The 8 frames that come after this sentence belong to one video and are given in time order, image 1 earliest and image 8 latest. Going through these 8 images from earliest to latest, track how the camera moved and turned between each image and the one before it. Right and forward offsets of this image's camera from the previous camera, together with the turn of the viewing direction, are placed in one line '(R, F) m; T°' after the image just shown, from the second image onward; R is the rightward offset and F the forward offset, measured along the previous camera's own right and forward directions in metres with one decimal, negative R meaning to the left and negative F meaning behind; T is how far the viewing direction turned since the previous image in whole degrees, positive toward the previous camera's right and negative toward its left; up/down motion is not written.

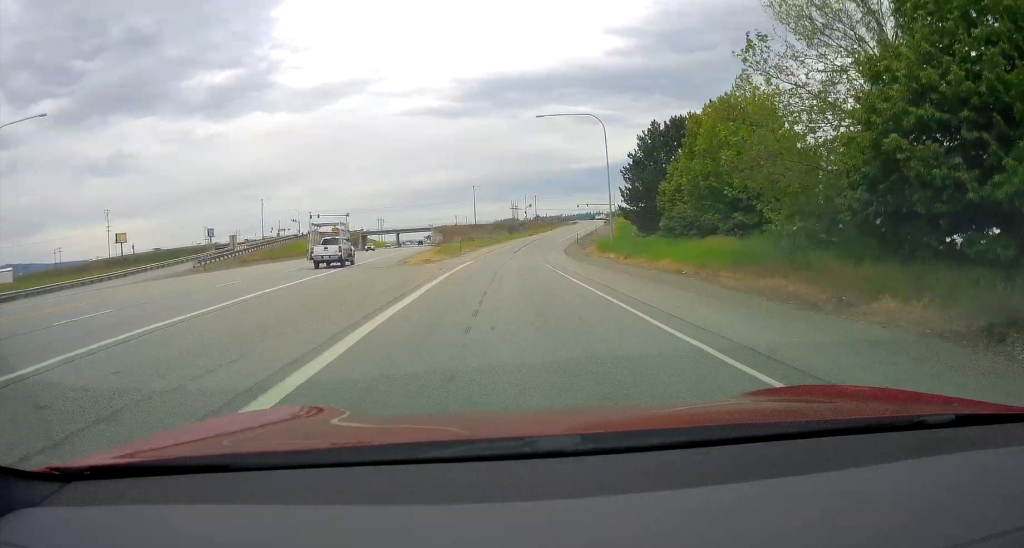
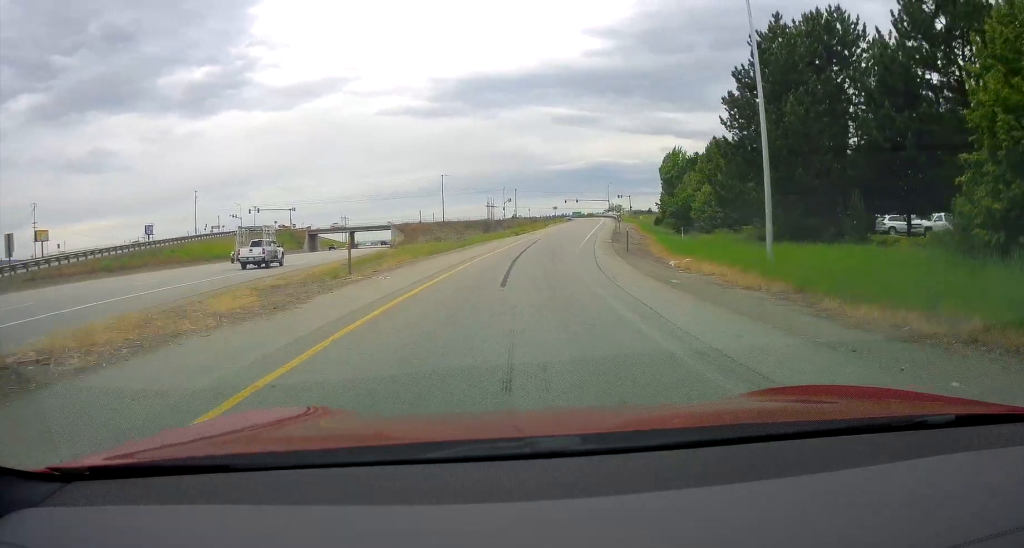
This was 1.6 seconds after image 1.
(+0.4, +33.6) m; +2°
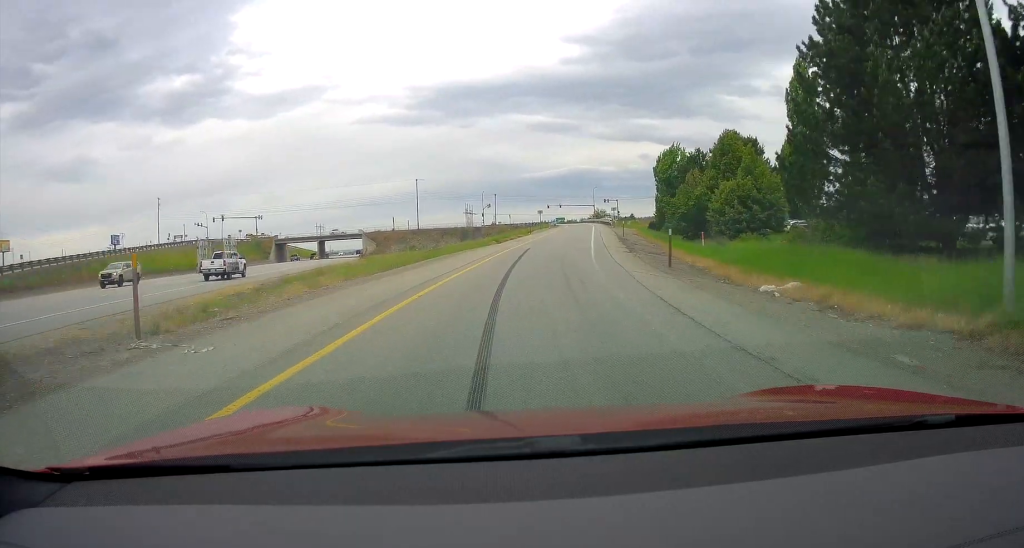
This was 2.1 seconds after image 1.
(+0.1, +11.3) m; +2°
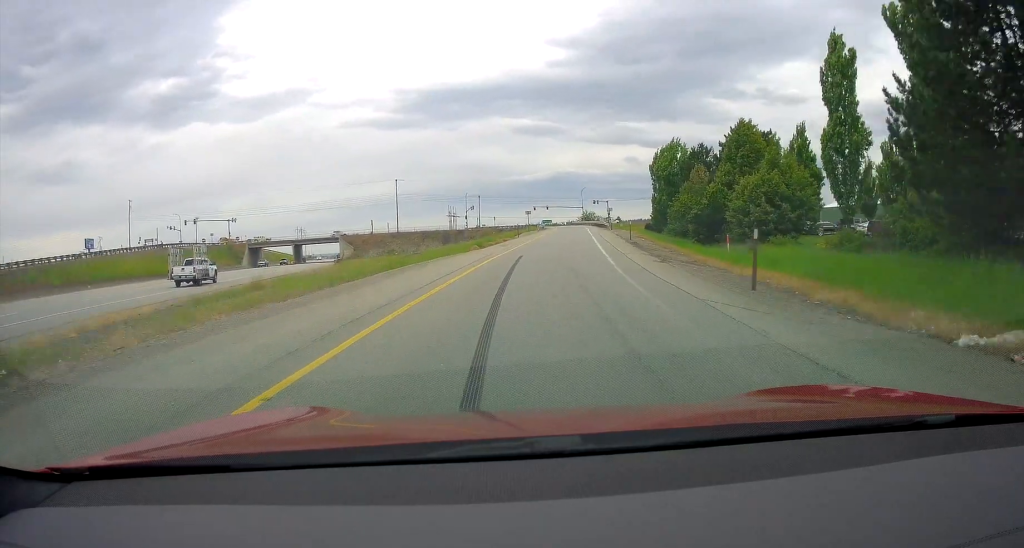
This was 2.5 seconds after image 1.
(+0.1, +8.5) m; +2°
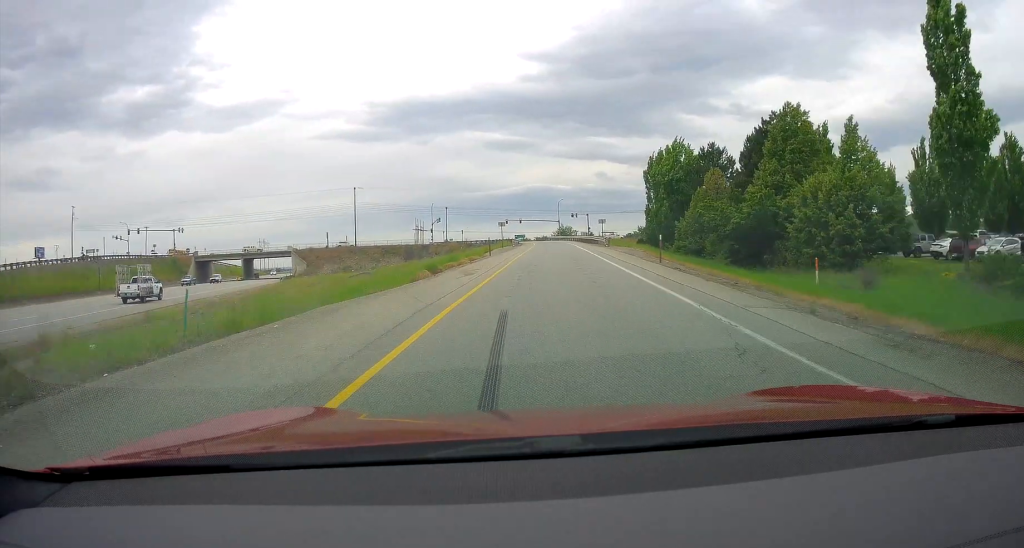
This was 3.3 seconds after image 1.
(+0.1, +14.3) m; +4°
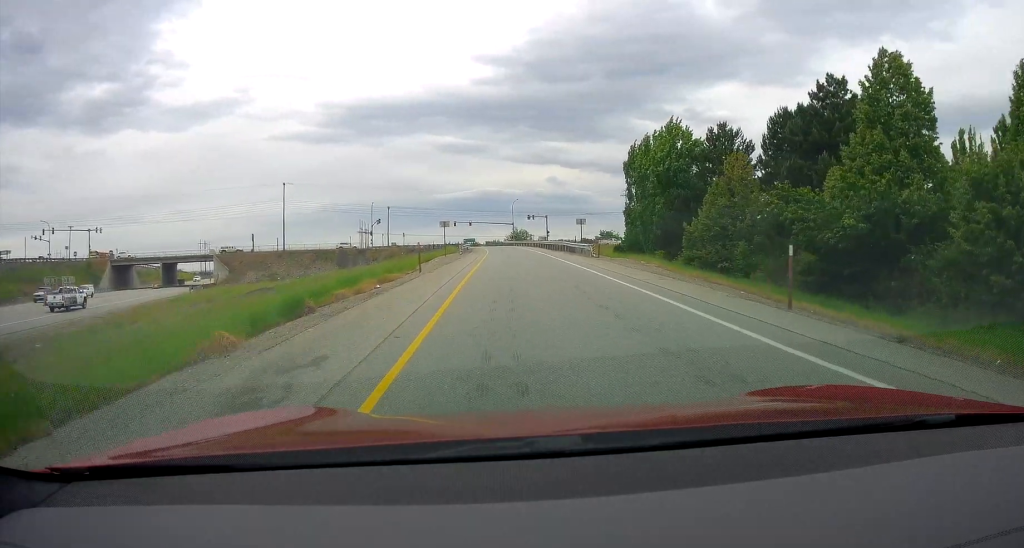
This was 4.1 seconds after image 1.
(+1.1, +17.0) m; +3°
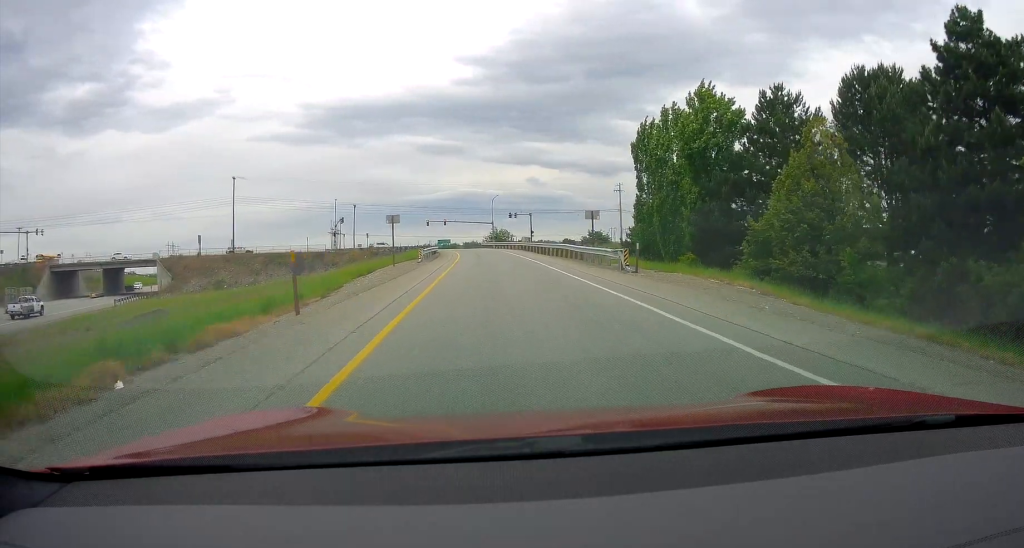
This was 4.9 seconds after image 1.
(+0.2, +14.7) m; +1°
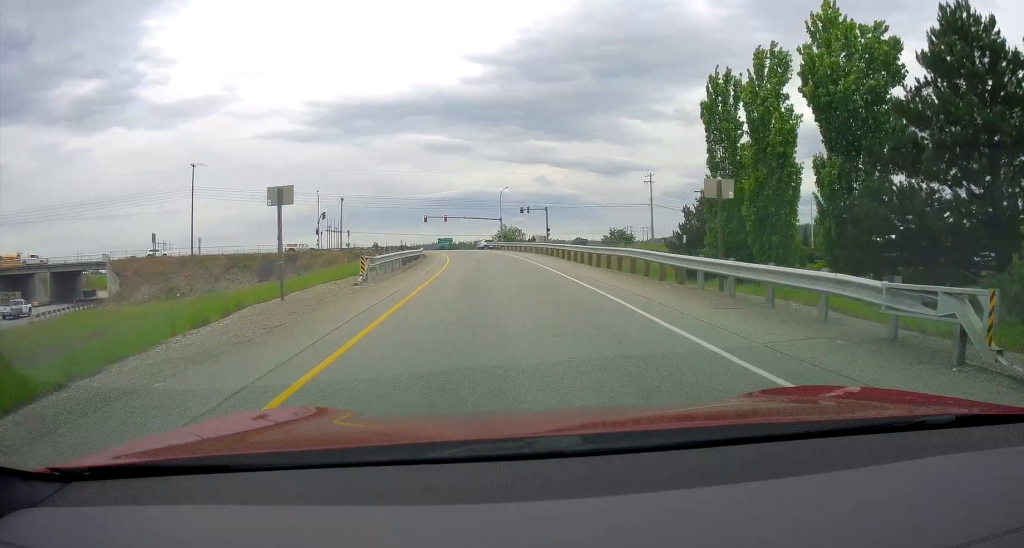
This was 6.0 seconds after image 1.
(+0.2, +18.2) m; +1°
